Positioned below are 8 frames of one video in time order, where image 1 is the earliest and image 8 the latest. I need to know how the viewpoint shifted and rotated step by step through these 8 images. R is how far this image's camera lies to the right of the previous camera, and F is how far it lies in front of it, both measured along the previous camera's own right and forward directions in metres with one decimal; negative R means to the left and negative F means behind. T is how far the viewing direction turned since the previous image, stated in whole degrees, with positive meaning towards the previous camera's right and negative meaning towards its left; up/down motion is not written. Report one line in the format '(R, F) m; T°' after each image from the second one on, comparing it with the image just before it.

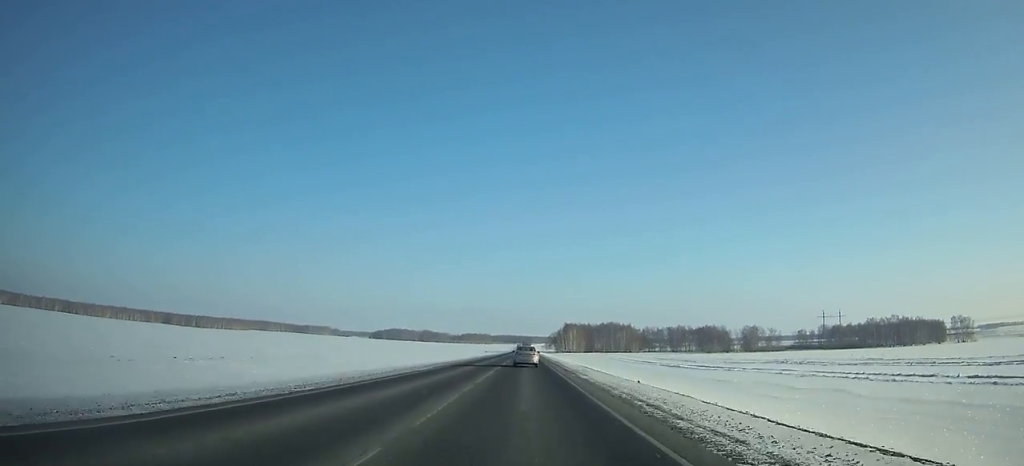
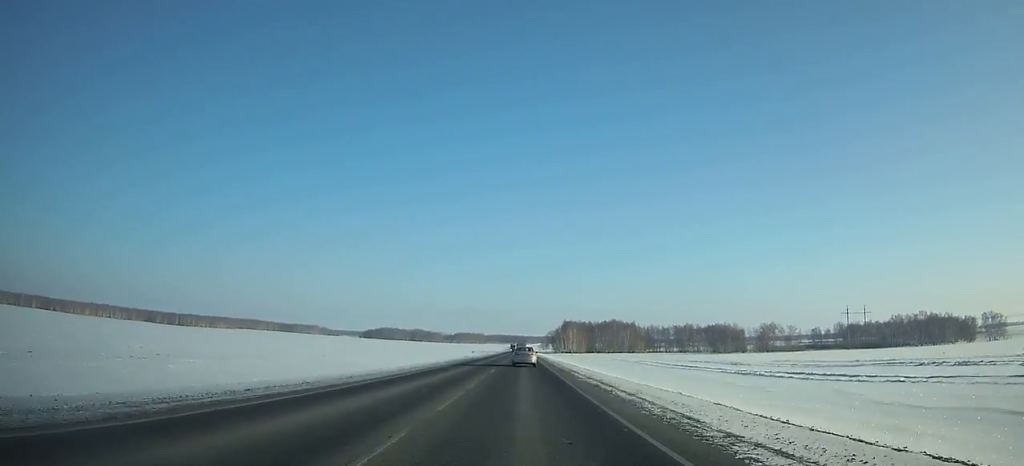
(+0.2, +38.3) m; 0°
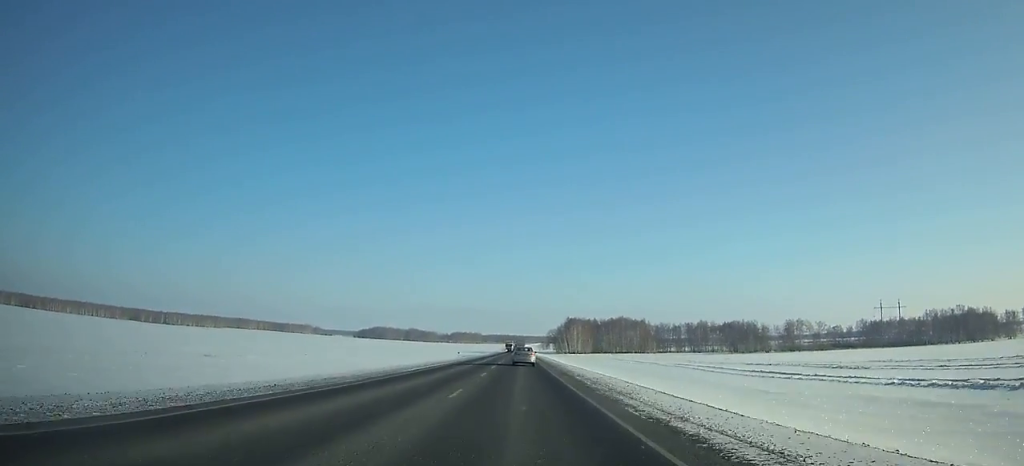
(+0.2, +38.3) m; 0°
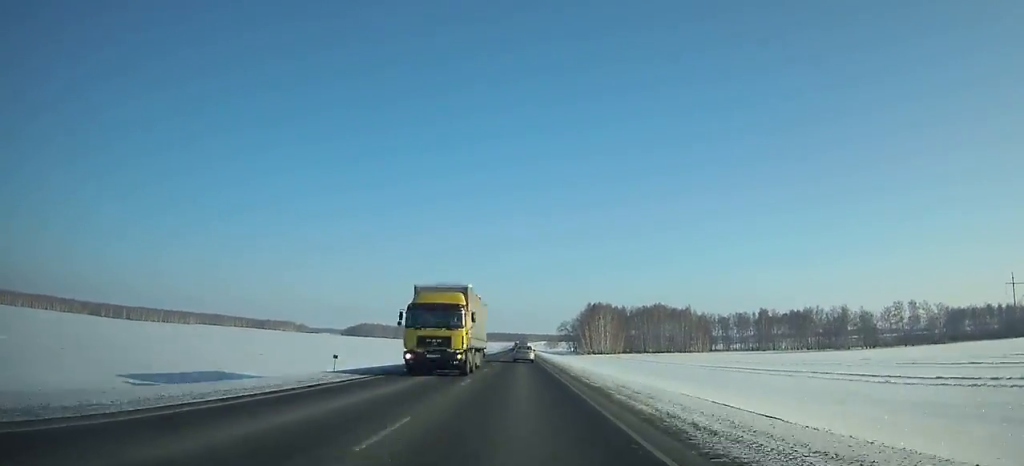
(-0.2, +103.7) m; 0°
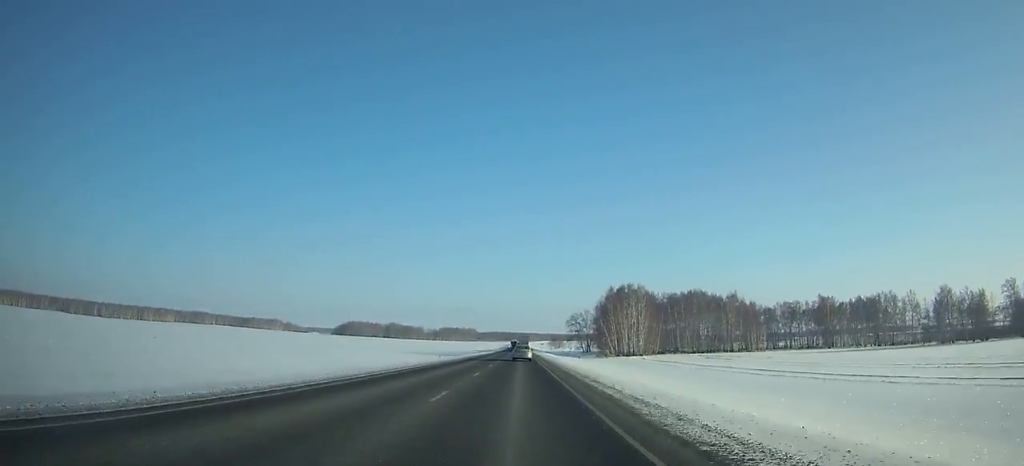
(-0.1, +65.6) m; 0°
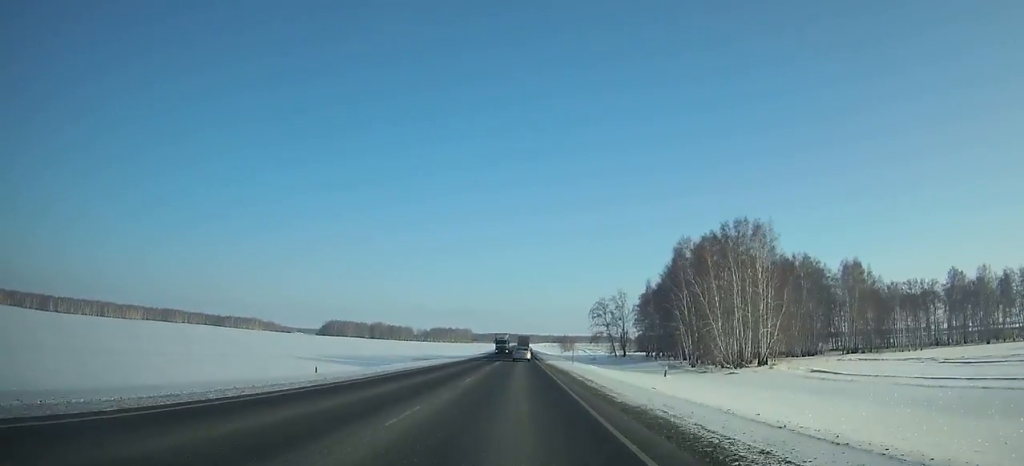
(-0.1, +87.9) m; 0°
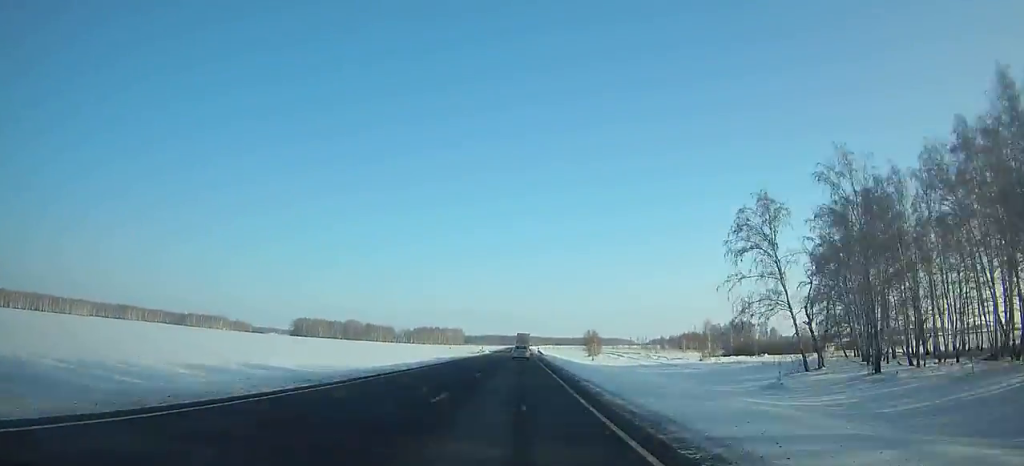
(+0.1, +113.4) m; 0°
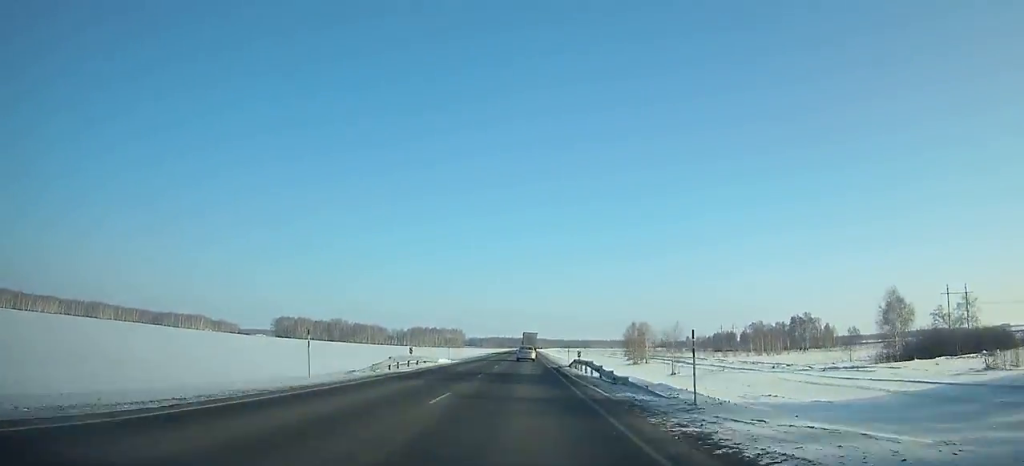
(-0.1, +71.8) m; 0°
